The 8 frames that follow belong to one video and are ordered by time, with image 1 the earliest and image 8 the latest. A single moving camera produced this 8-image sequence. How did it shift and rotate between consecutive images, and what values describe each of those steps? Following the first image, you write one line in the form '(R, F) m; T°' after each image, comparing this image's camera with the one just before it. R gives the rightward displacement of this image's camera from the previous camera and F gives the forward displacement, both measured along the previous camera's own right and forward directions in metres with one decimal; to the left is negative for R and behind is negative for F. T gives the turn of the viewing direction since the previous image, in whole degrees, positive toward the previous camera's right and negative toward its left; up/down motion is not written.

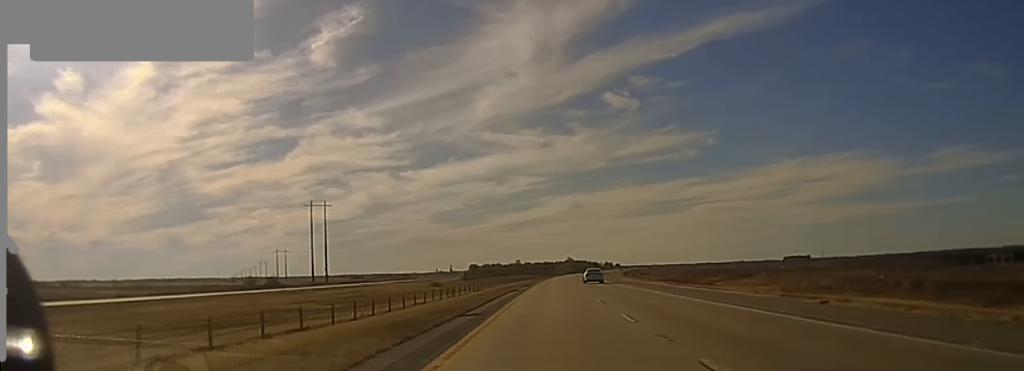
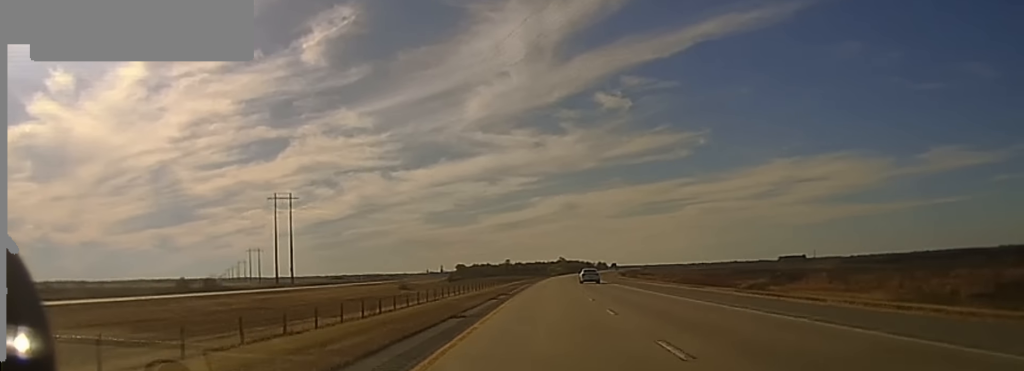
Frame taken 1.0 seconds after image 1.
(+0.2, +34.5) m; +1°
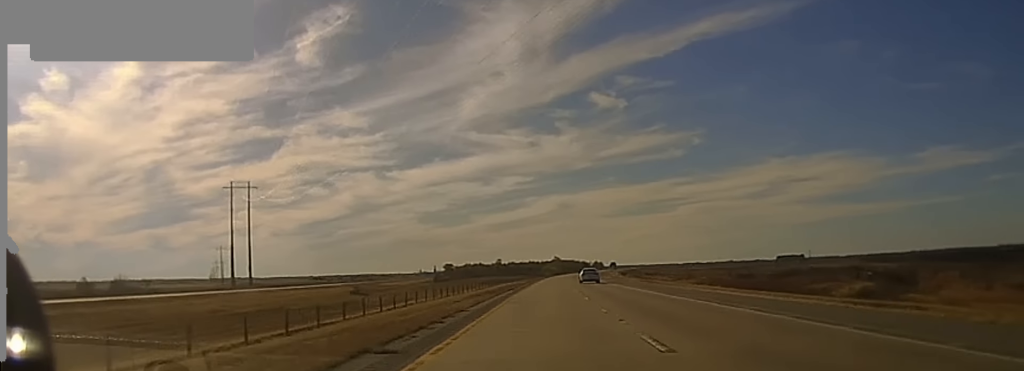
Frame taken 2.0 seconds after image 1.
(+0.1, +35.5) m; 0°
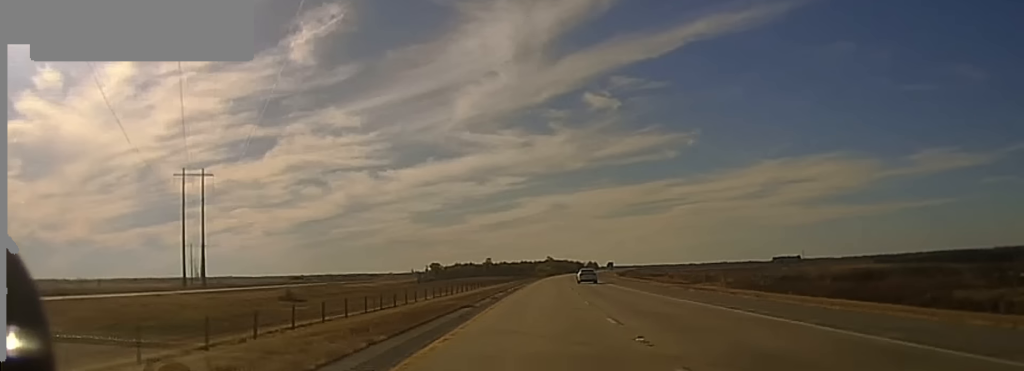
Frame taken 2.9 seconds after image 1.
(0.0, +26.7) m; 0°
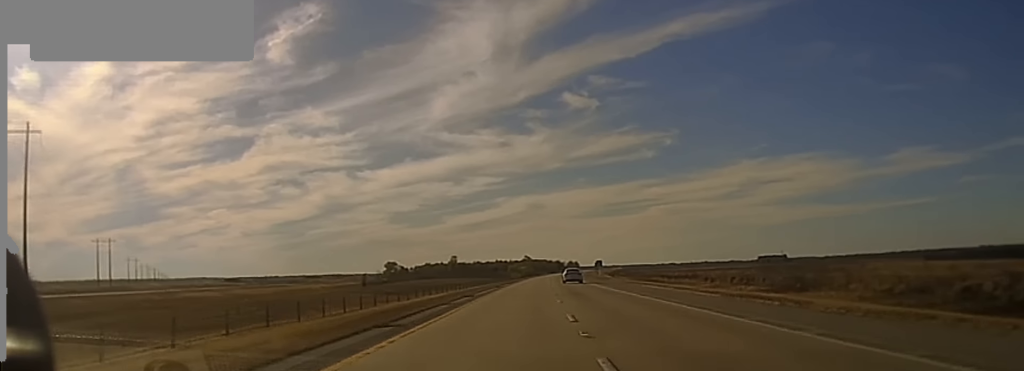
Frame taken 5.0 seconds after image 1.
(+1.1, +63.6) m; +2°
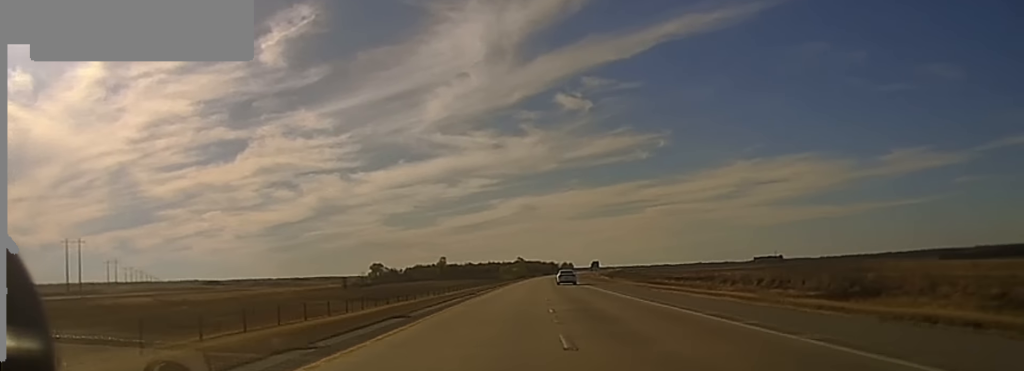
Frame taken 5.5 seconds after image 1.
(0.0, +17.8) m; 0°
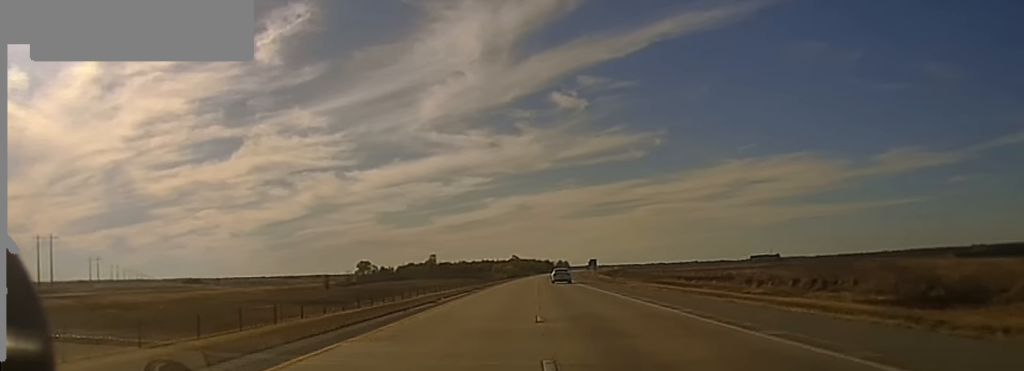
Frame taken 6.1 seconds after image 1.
(0.0, +19.1) m; 0°
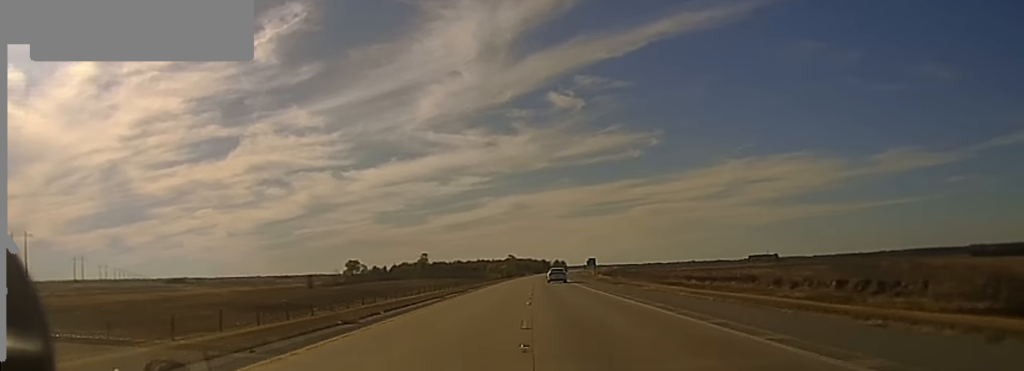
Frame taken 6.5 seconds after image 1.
(-0.1, +14.4) m; 0°
